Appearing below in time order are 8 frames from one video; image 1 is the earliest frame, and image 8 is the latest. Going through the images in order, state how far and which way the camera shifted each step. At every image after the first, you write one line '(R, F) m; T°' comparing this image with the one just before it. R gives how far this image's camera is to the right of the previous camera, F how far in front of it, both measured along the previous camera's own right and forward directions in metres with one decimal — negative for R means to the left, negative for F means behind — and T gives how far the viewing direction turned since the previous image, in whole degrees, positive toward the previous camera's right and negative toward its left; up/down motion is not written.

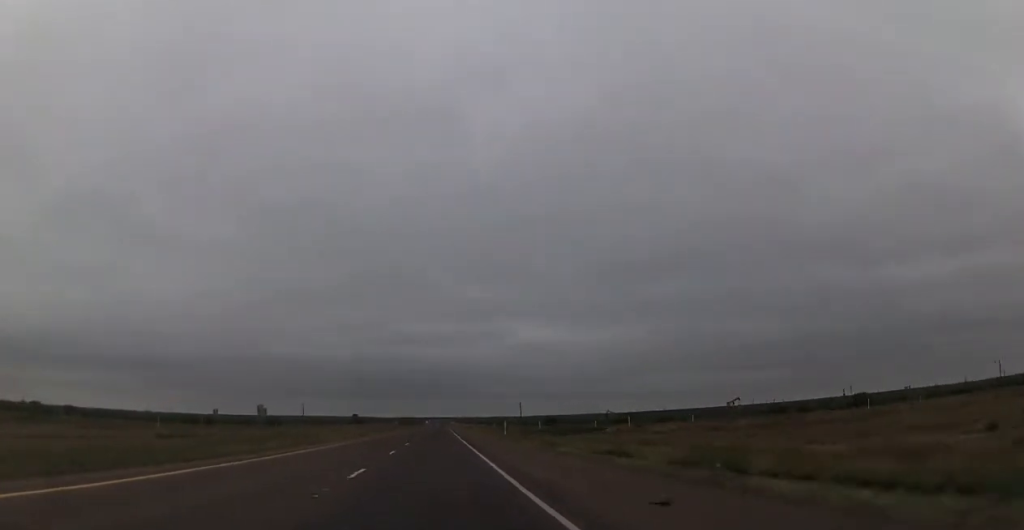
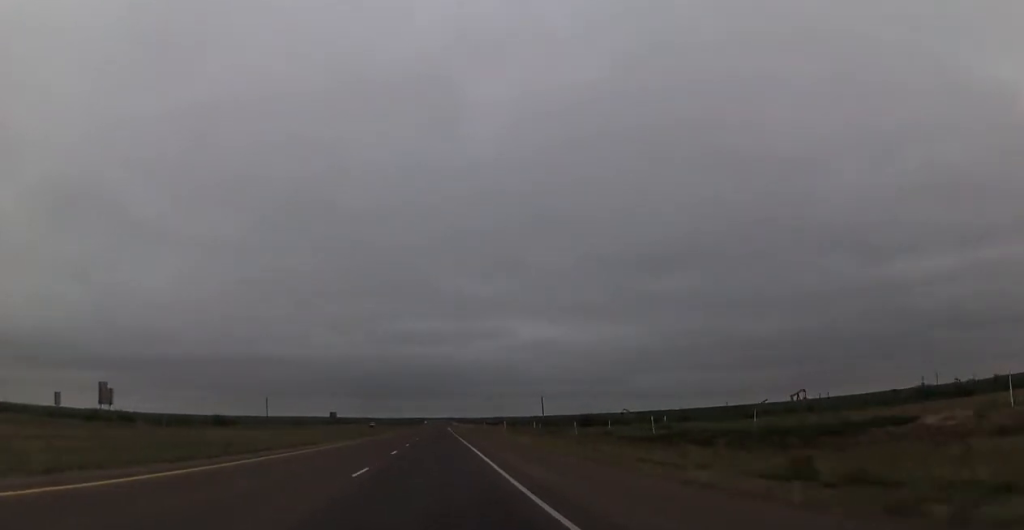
(-0.2, +60.1) m; -1°
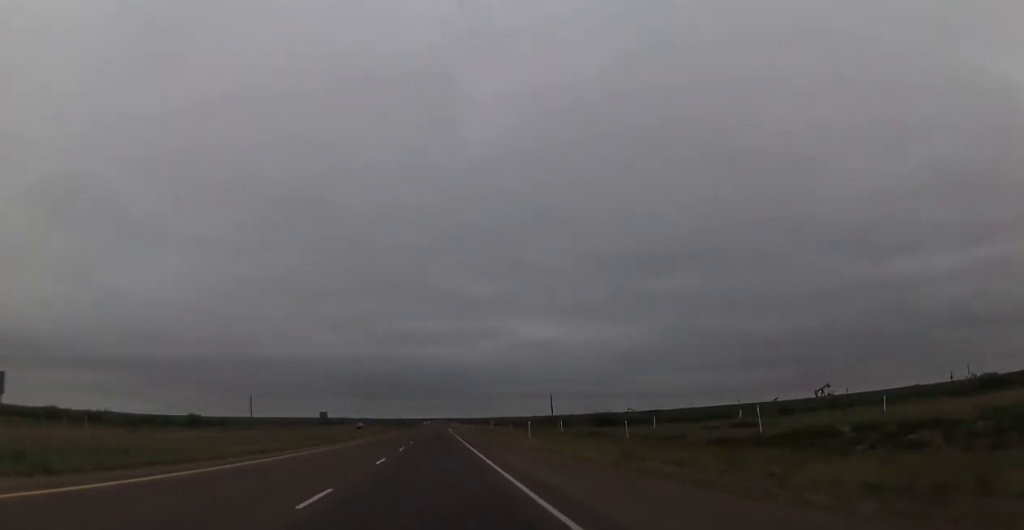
(-0.2, +18.4) m; 0°
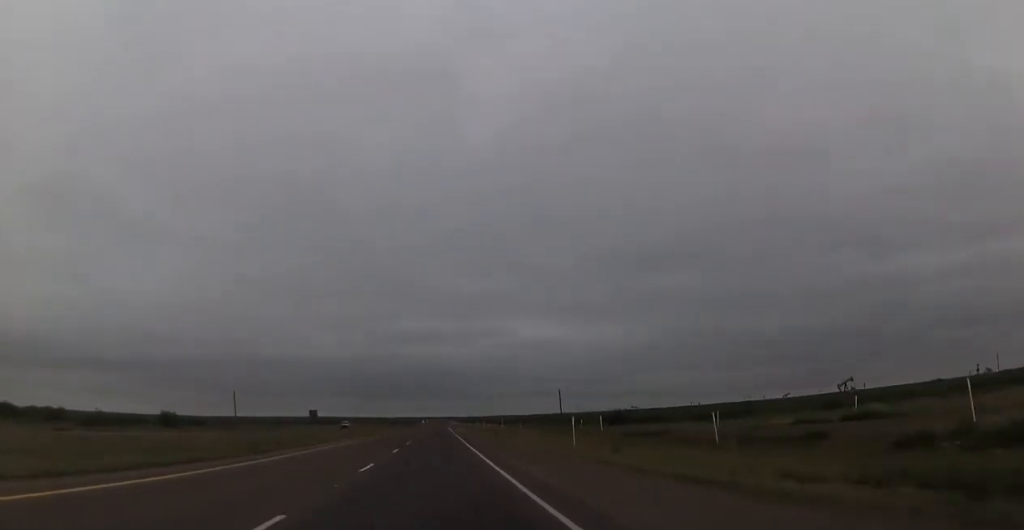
(-0.1, +15.9) m; 0°
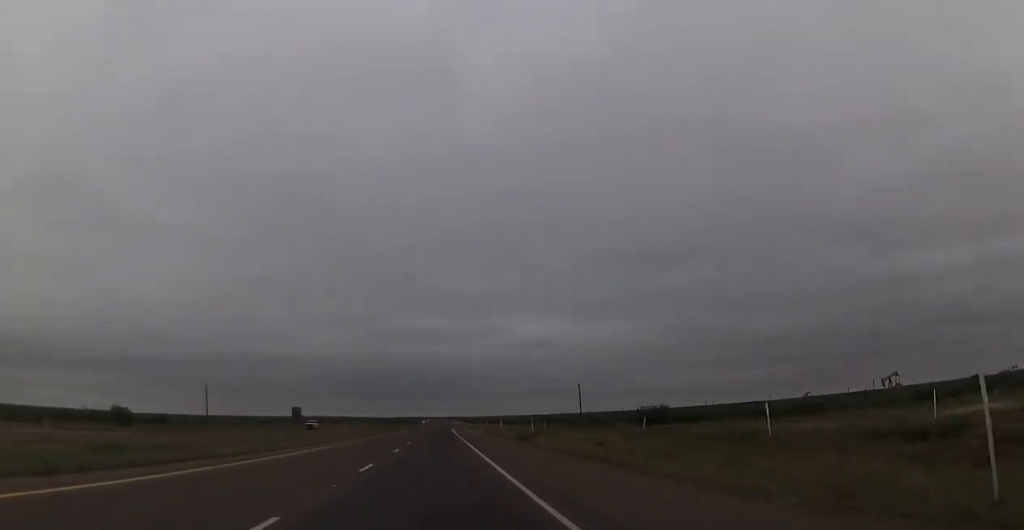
(+0.2, +24.5) m; +1°
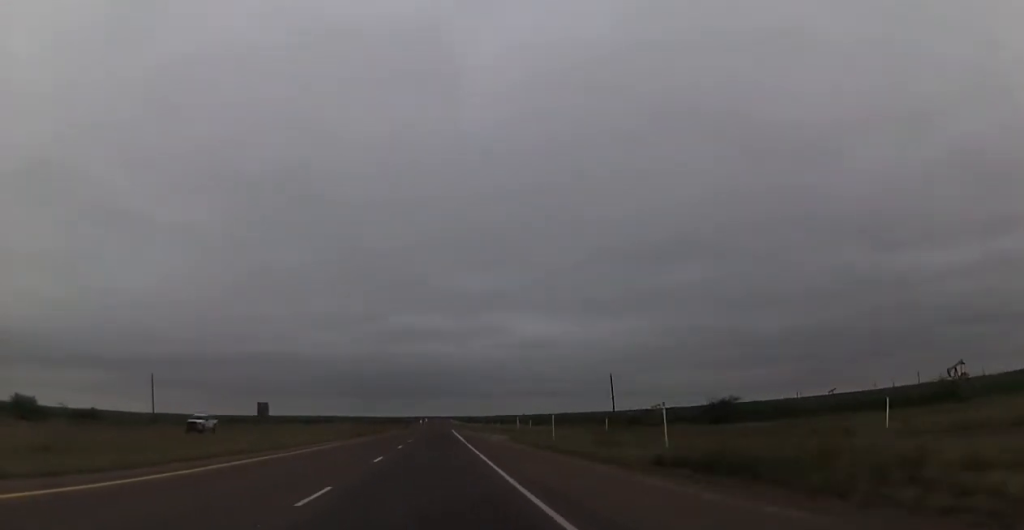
(+0.3, +31.8) m; 0°
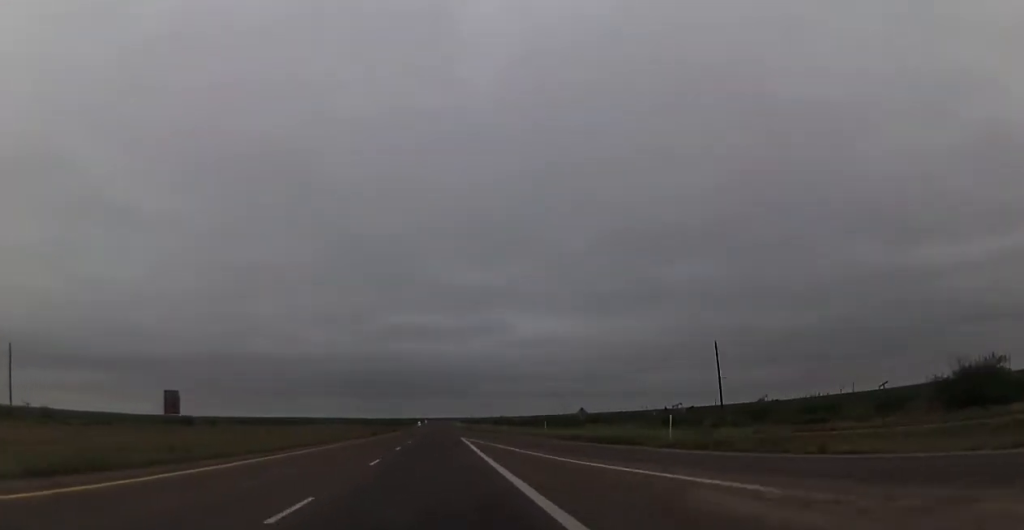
(-0.5, +50.2) m; -1°
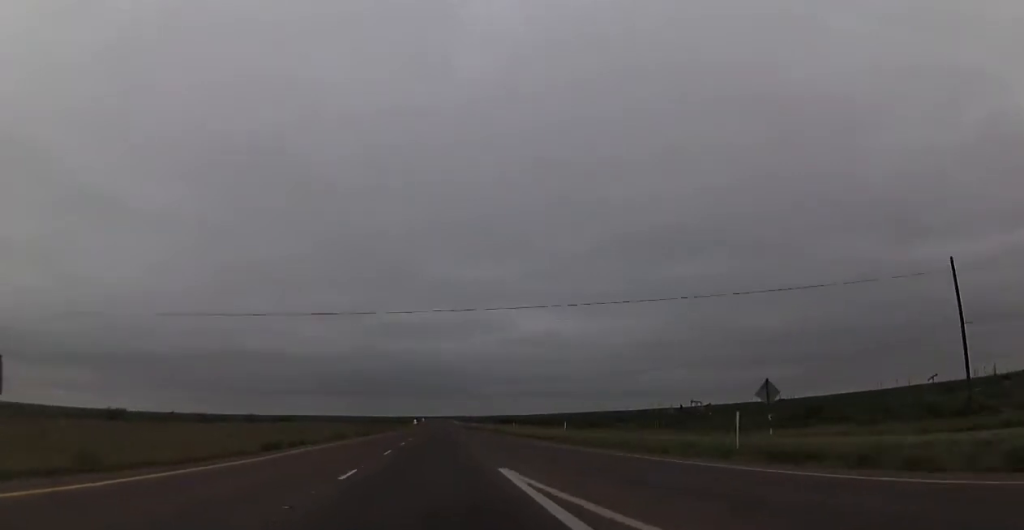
(+0.2, +41.6) m; +1°
